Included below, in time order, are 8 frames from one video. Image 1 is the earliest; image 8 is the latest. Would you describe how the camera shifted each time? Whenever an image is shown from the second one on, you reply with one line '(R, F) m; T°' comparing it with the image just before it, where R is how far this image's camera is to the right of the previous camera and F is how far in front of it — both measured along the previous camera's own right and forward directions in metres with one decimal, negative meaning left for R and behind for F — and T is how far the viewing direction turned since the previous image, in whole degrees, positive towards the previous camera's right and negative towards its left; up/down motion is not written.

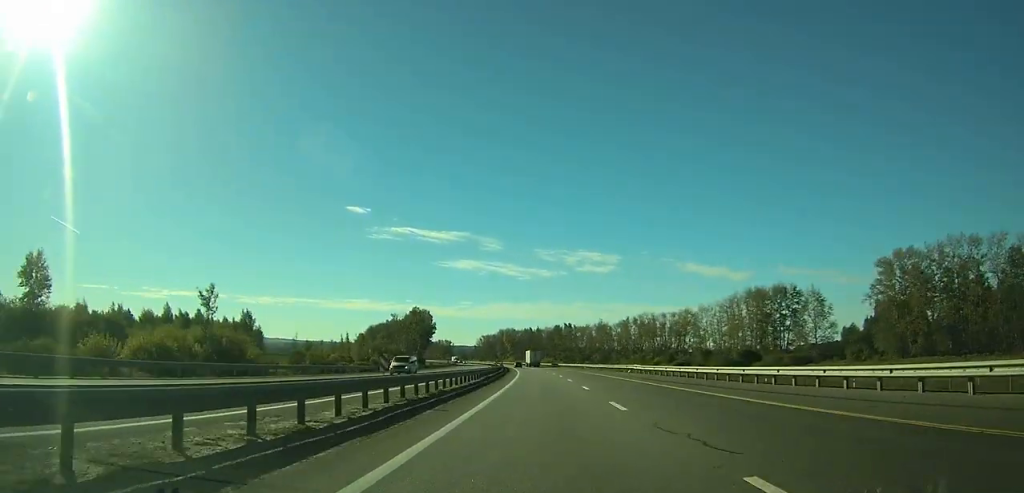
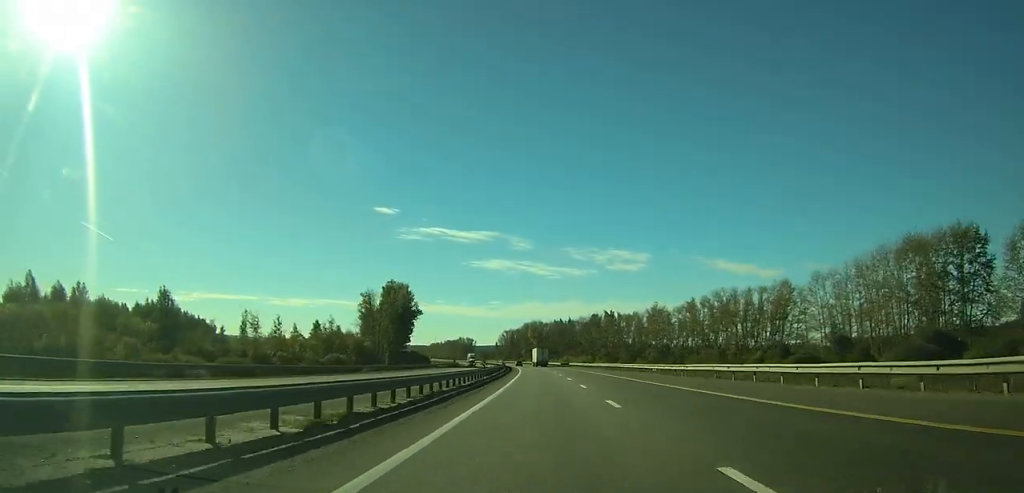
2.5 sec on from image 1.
(-1.7, +71.1) m; -3°
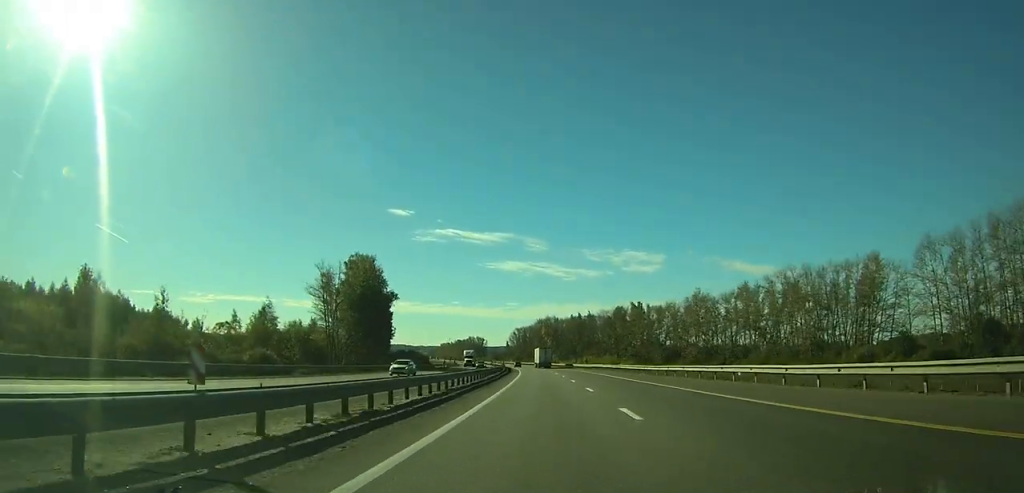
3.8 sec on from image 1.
(-0.5, +38.6) m; -2°
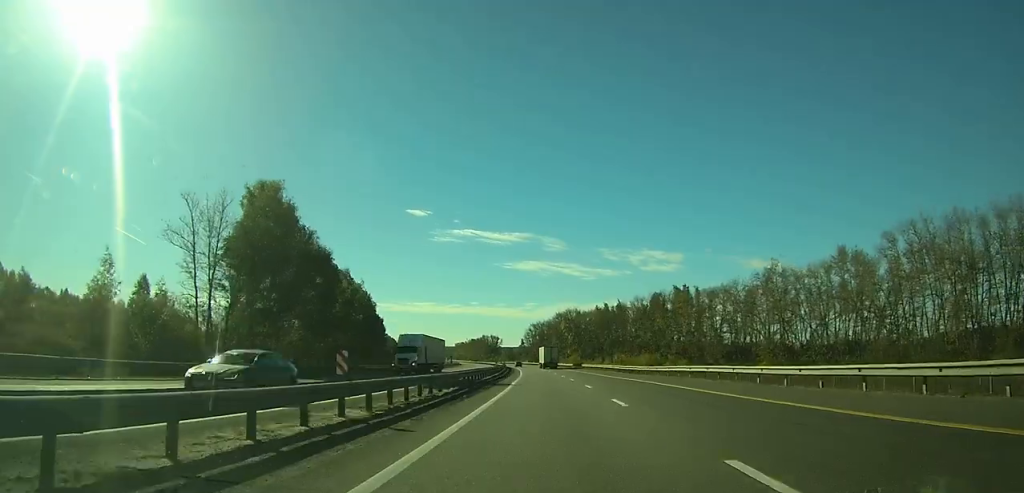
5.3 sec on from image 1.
(-0.5, +44.6) m; -2°
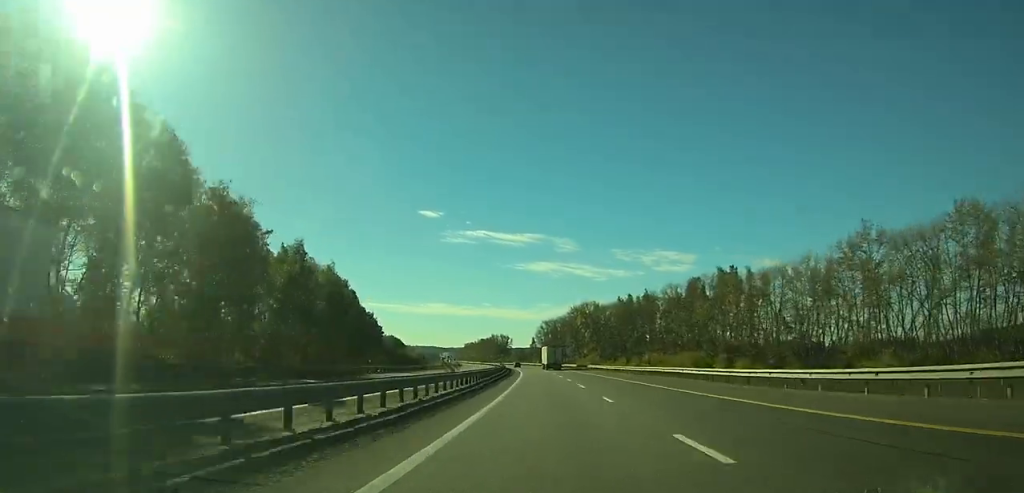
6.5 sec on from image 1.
(-0.7, +33.0) m; -1°
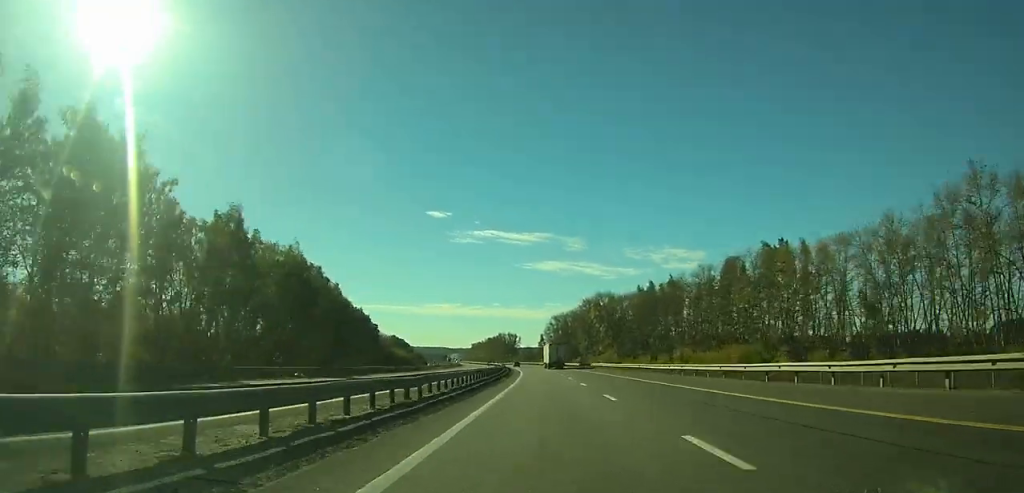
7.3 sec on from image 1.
(0.0, +25.2) m; -1°
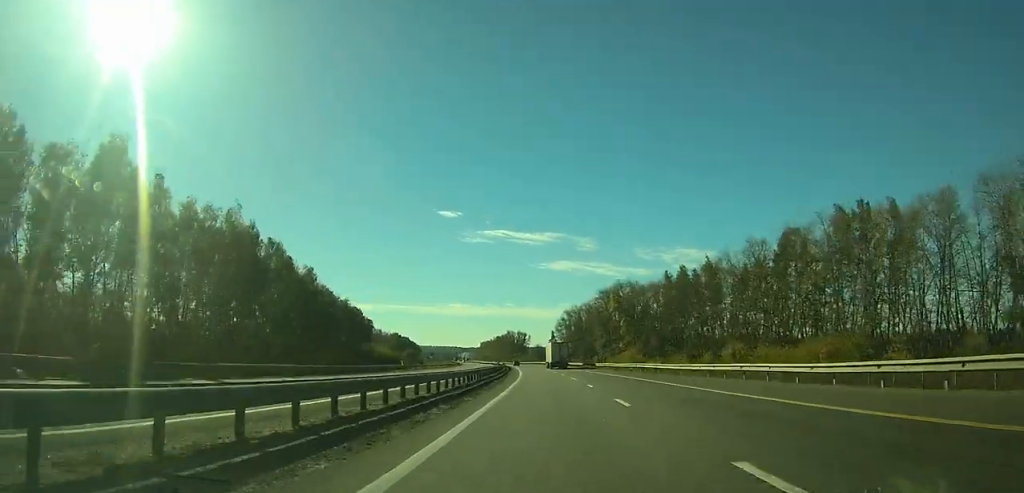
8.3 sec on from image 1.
(-0.4, +27.1) m; -1°
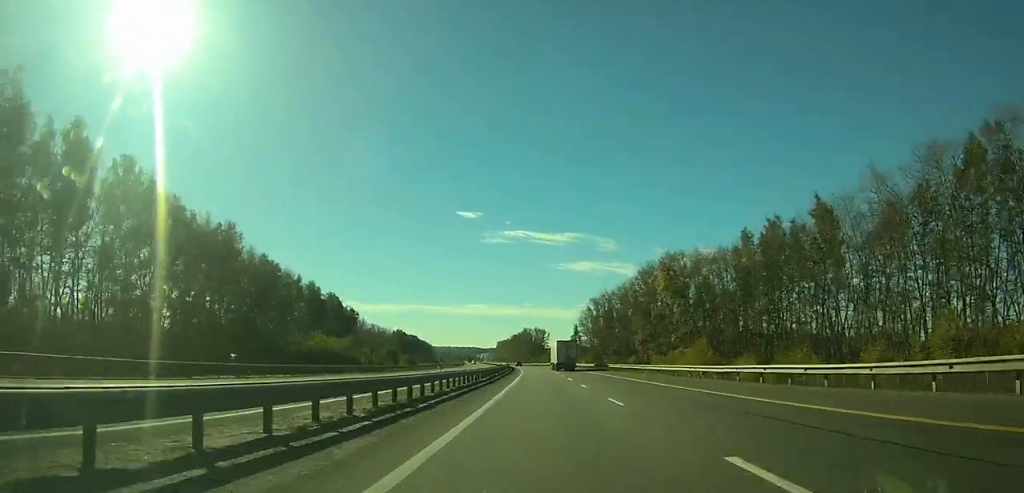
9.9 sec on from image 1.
(-0.7, +48.1) m; -2°
